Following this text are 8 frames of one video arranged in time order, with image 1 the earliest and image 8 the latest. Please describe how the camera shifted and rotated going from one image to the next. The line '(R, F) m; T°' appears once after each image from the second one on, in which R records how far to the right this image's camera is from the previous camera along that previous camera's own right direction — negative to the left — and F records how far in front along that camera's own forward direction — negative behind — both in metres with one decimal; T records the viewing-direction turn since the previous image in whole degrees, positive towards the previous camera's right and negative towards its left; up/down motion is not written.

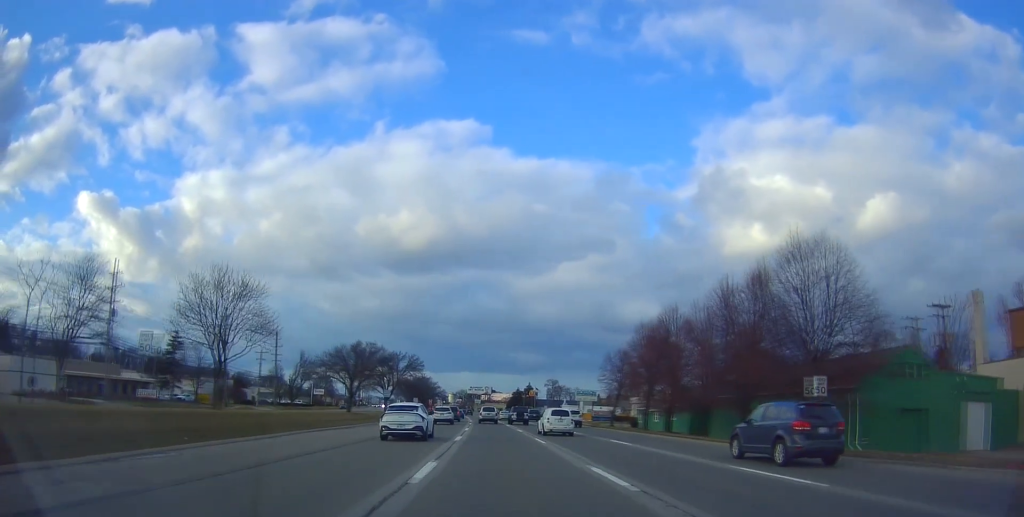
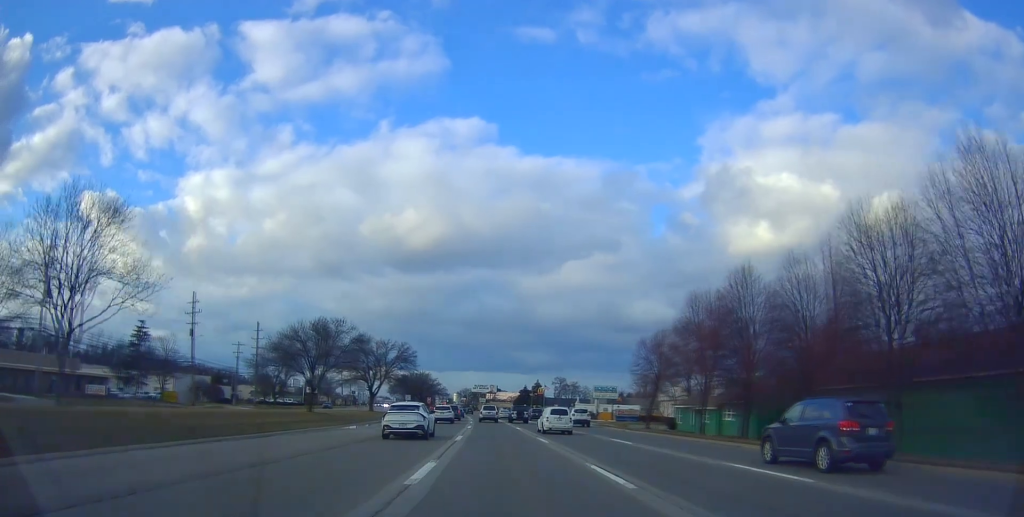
(-0.4, +14.8) m; +1°
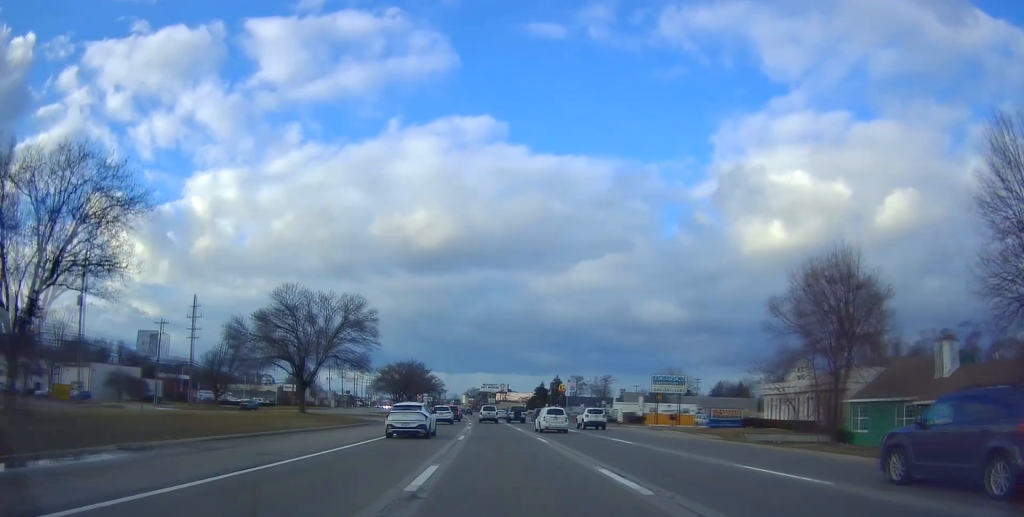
(+0.7, +32.6) m; -1°
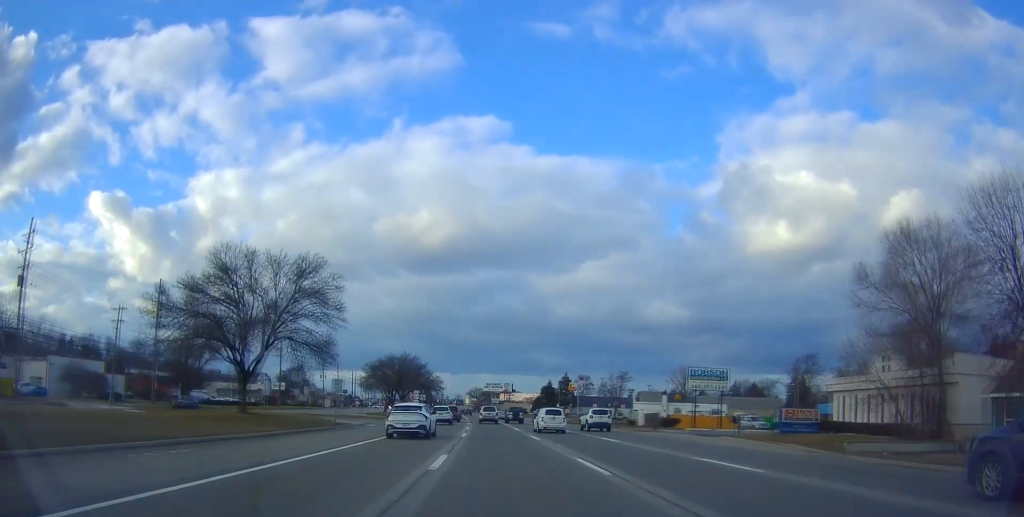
(-0.7, +12.4) m; -1°
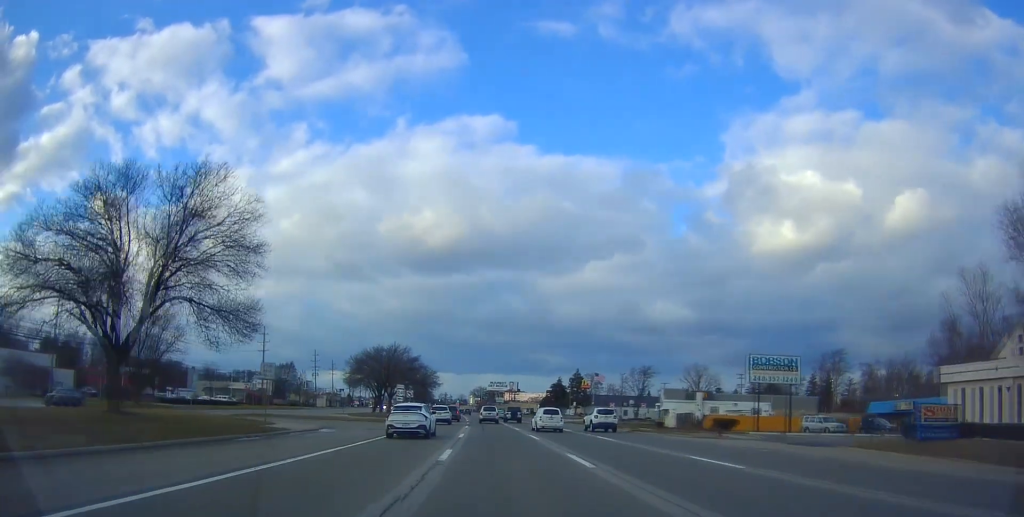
(-0.3, +13.9) m; -1°
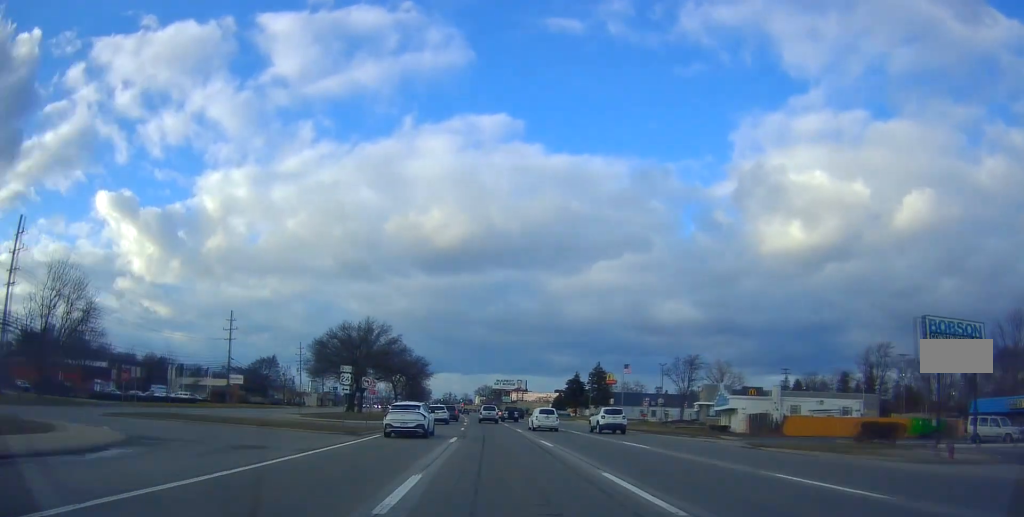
(+0.1, +20.7) m; +1°
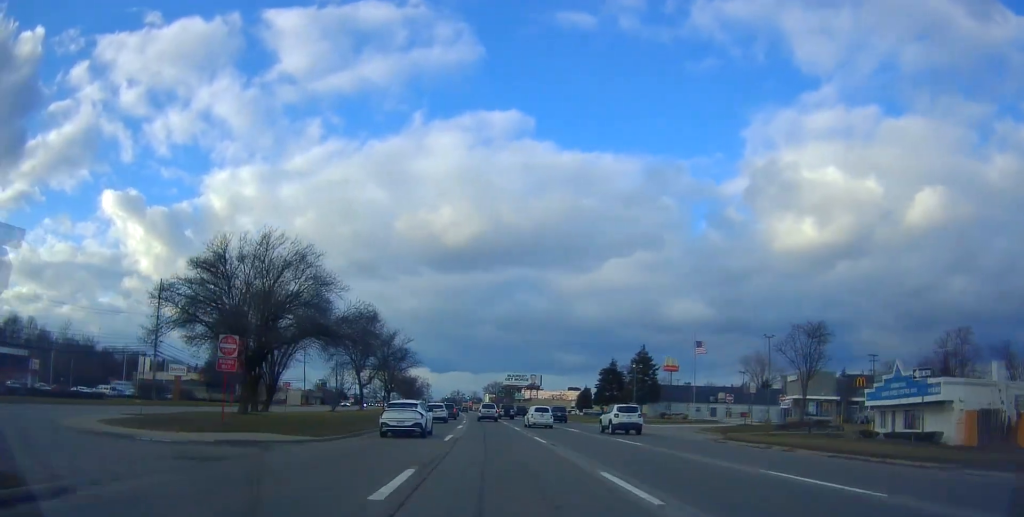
(+0.1, +29.9) m; 0°
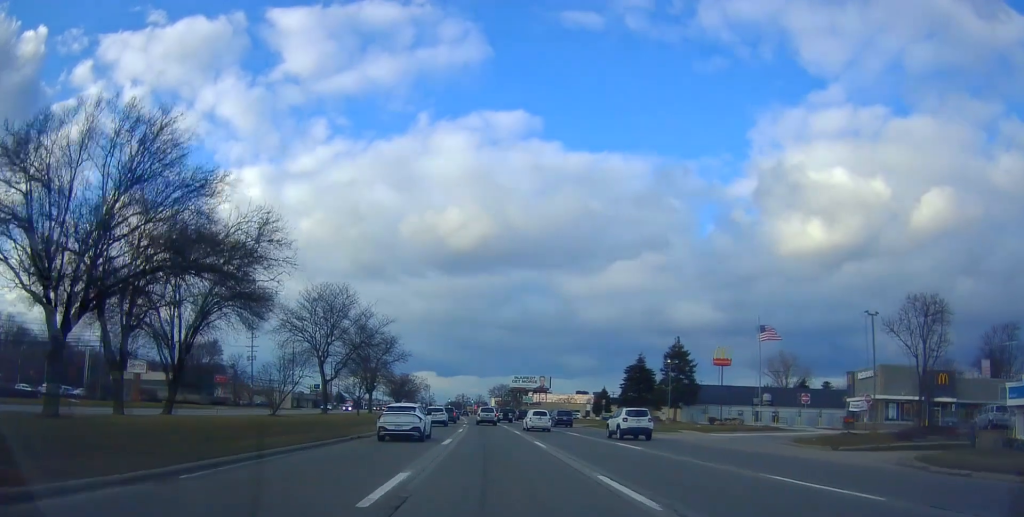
(-0.1, +15.2) m; 0°
